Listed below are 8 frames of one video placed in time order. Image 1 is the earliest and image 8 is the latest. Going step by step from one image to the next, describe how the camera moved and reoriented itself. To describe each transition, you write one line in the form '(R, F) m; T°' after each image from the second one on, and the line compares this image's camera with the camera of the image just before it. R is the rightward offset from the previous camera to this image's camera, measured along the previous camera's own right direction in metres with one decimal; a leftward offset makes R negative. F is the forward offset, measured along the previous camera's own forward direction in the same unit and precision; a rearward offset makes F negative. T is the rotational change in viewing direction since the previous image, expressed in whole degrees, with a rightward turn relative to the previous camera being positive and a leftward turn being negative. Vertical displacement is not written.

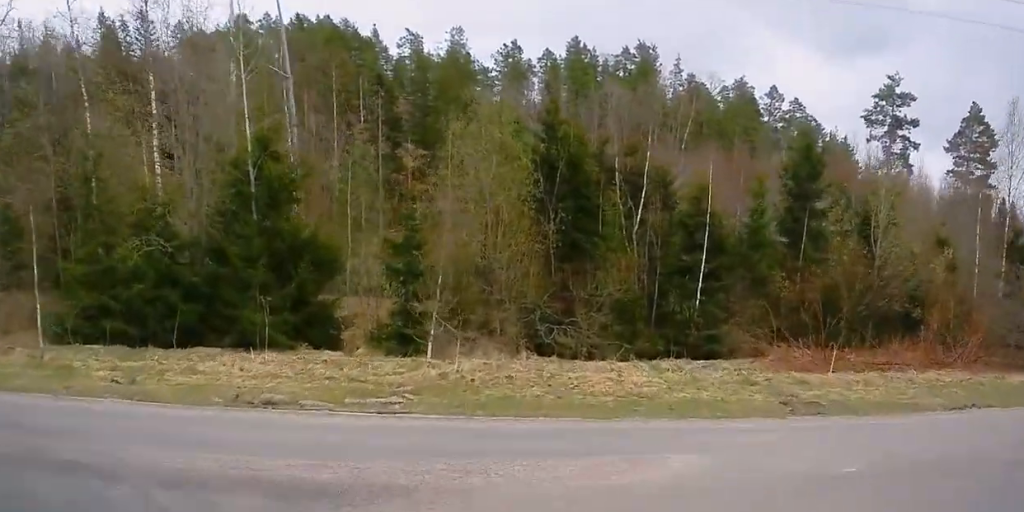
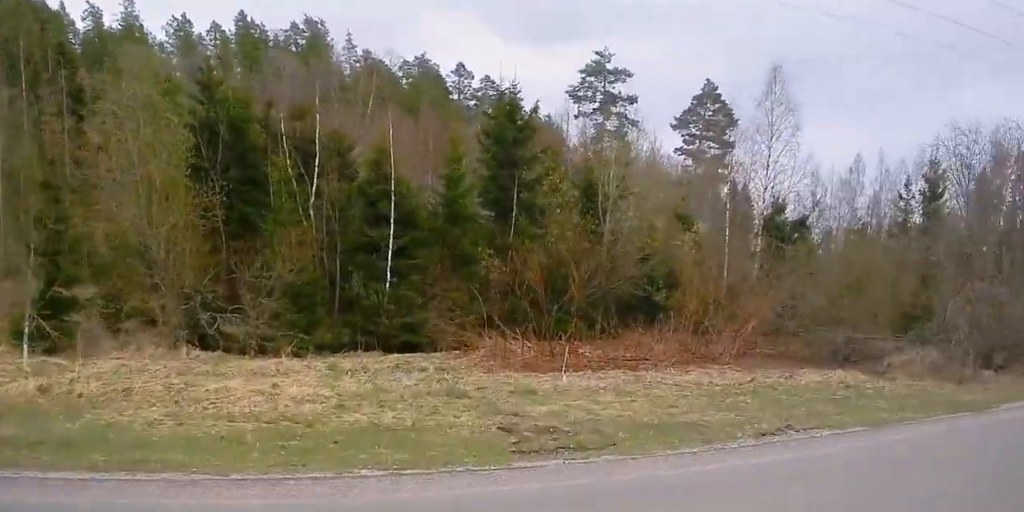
(+0.3, +6.9) m; +20°
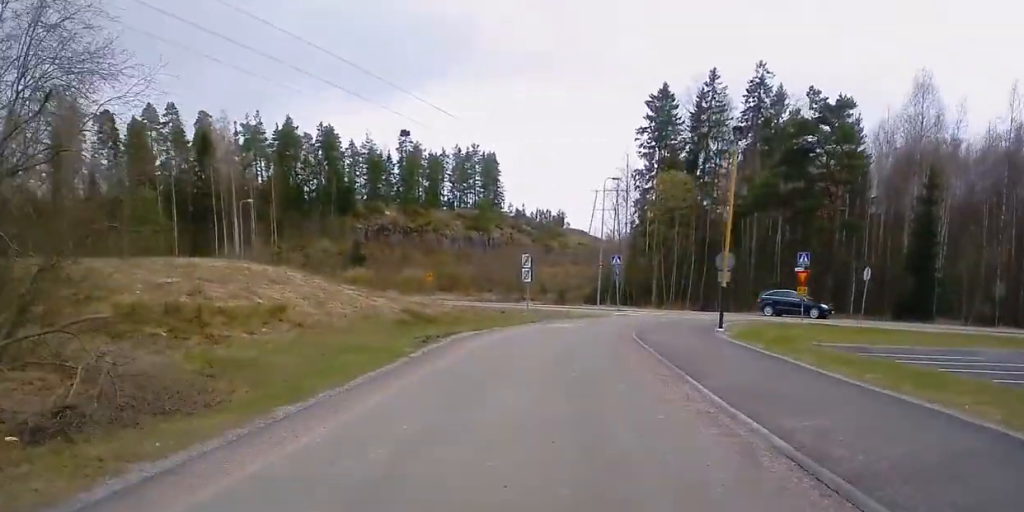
(+6.7, +16.7) m; +10°
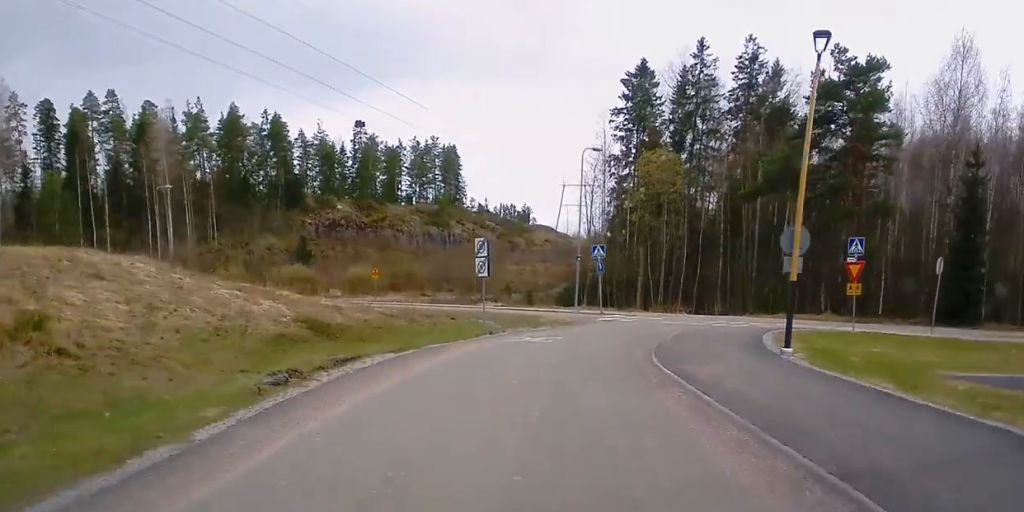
(-1.5, +8.0) m; +5°
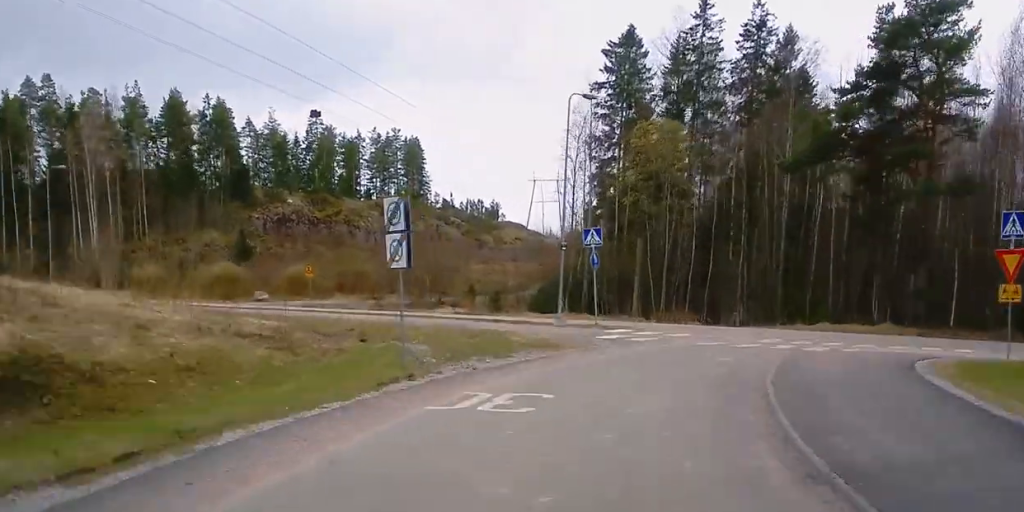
(-0.9, +7.3) m; +23°
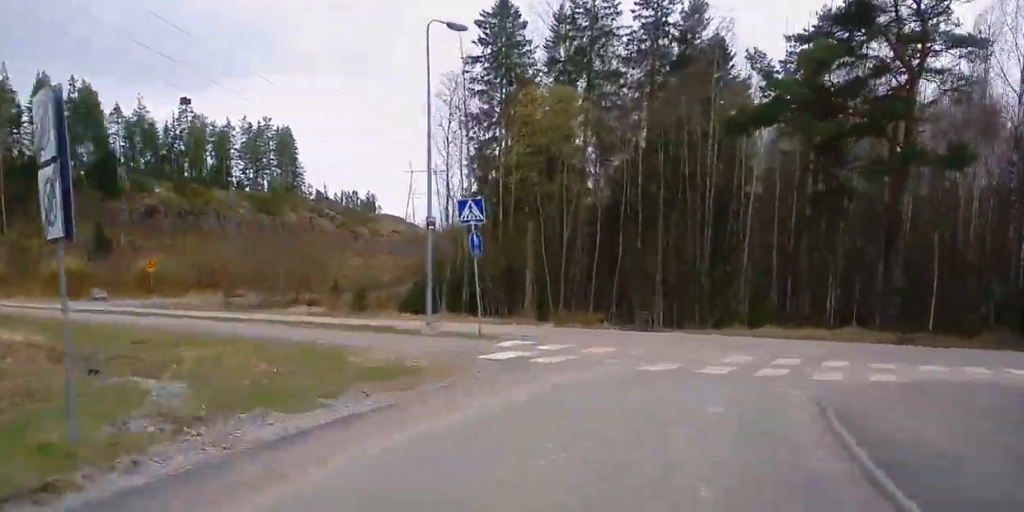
(+3.1, +5.1) m; +32°
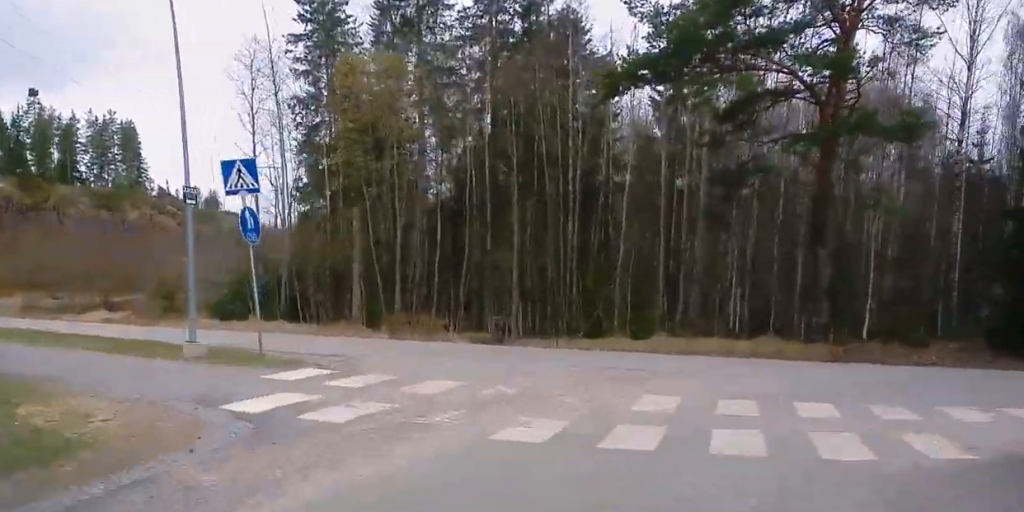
(+1.5, +5.7) m; +18°
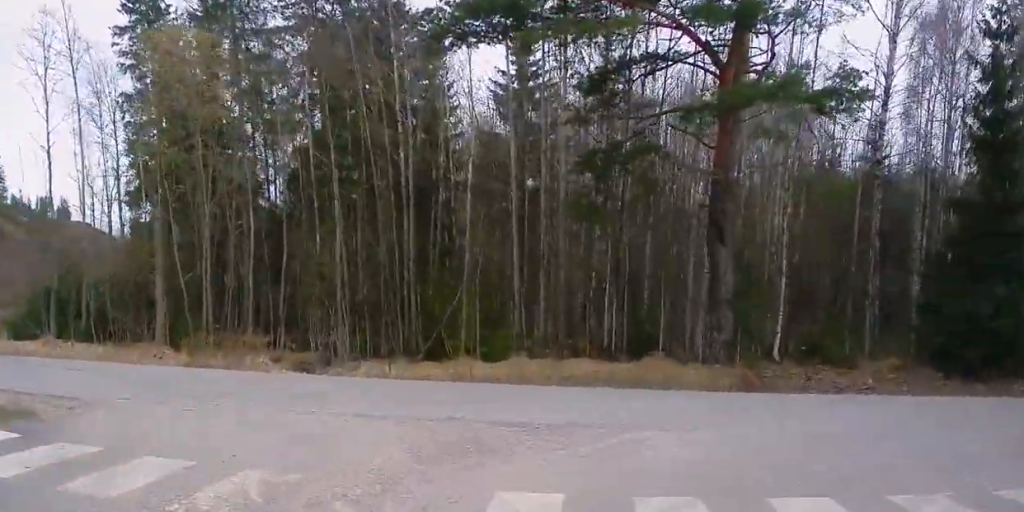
(+0.5, +5.9) m; +11°
